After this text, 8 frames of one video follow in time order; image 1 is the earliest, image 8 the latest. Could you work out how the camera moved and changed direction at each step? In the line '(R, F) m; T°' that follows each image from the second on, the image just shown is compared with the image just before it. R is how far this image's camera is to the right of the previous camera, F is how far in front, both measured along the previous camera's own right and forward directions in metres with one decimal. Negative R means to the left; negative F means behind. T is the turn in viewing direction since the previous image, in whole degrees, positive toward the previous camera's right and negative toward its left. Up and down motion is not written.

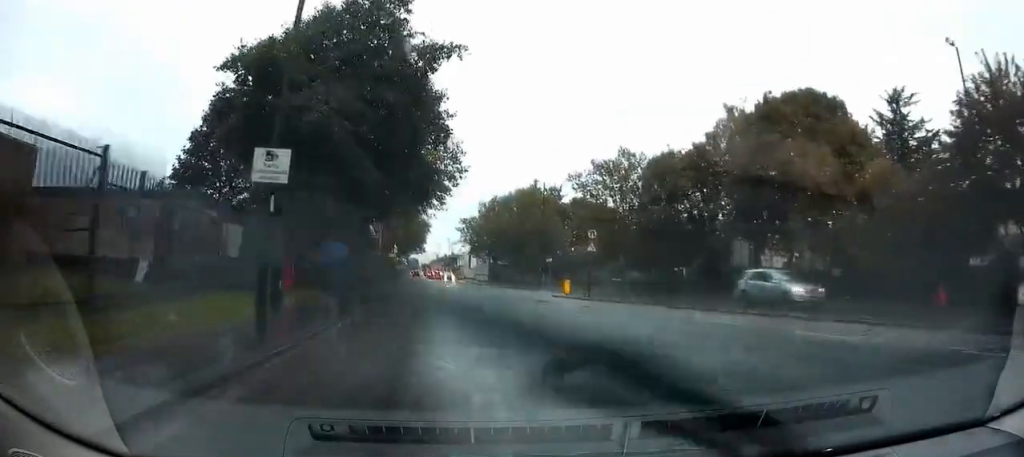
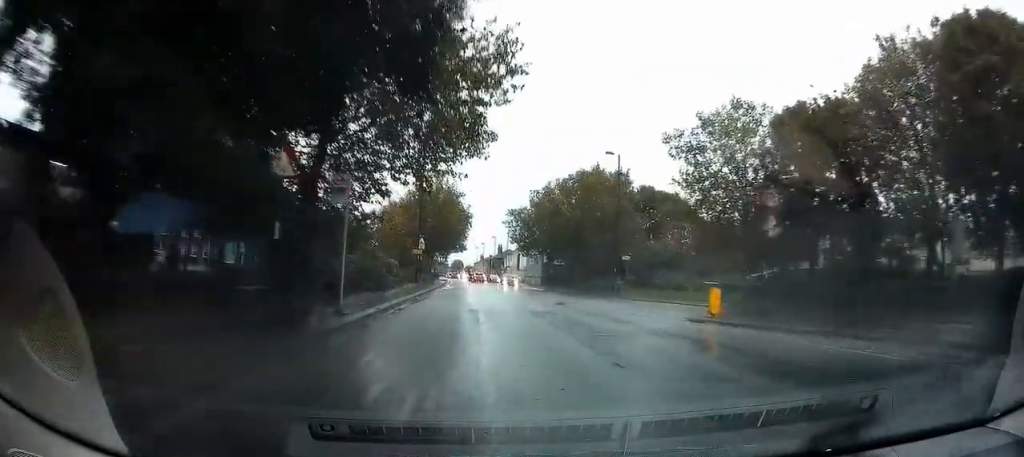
(-0.5, +17.4) m; -4°
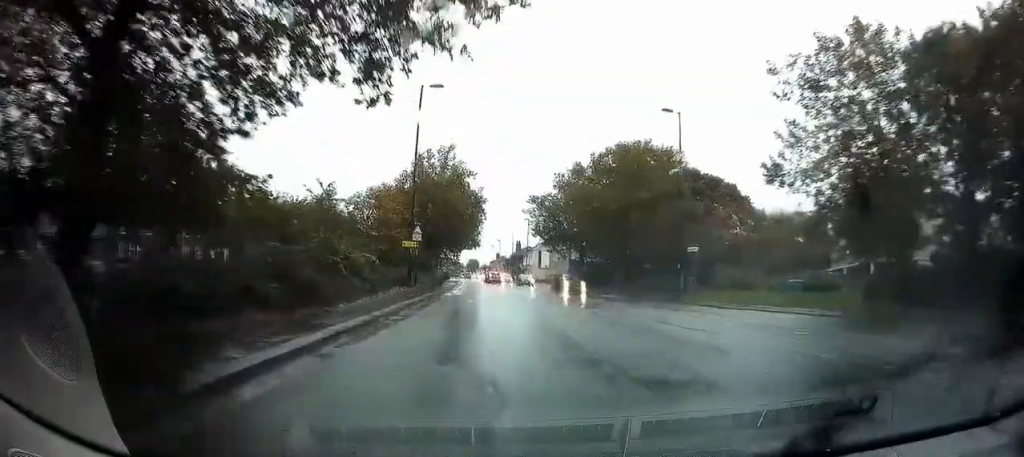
(-0.3, +13.6) m; -2°
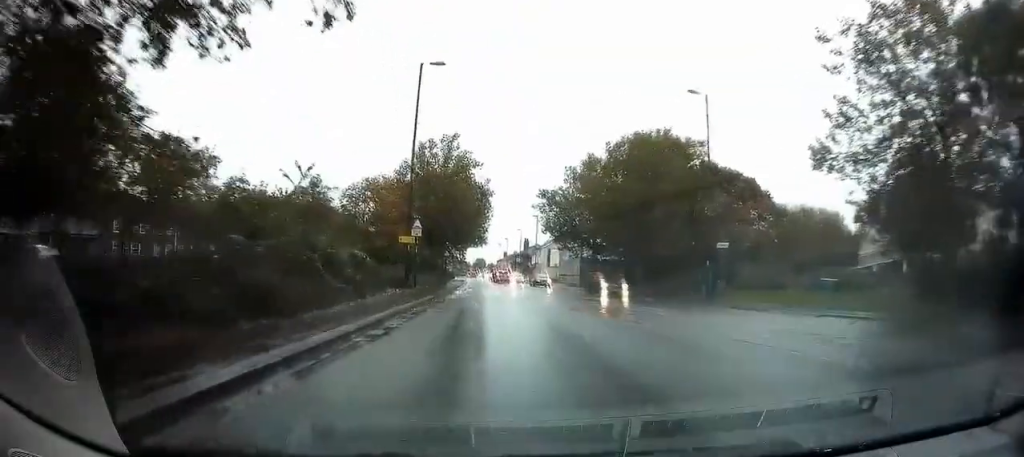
(0.0, +4.0) m; 0°
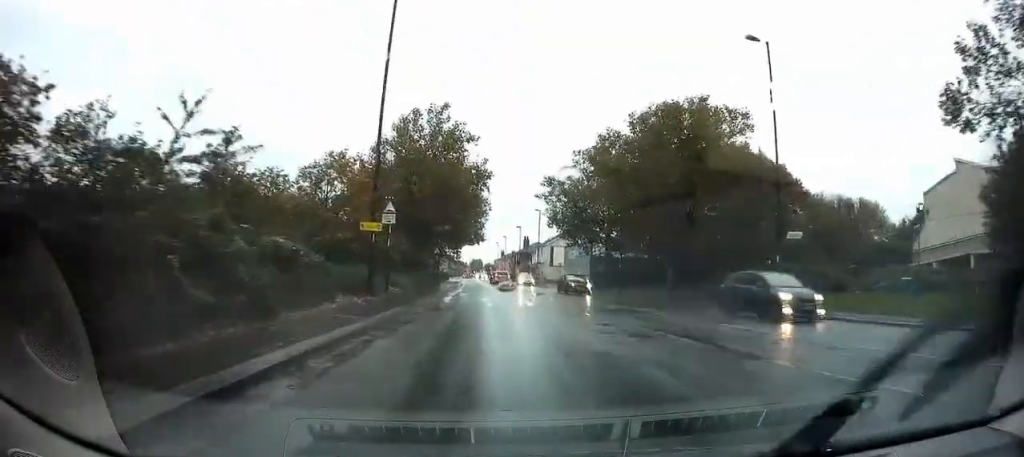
(0.0, +8.8) m; 0°
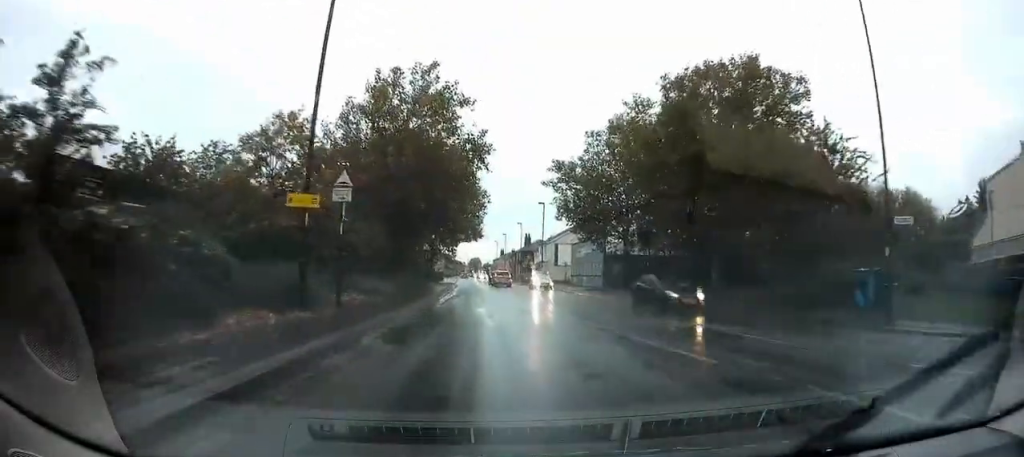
(0.0, +8.0) m; -1°
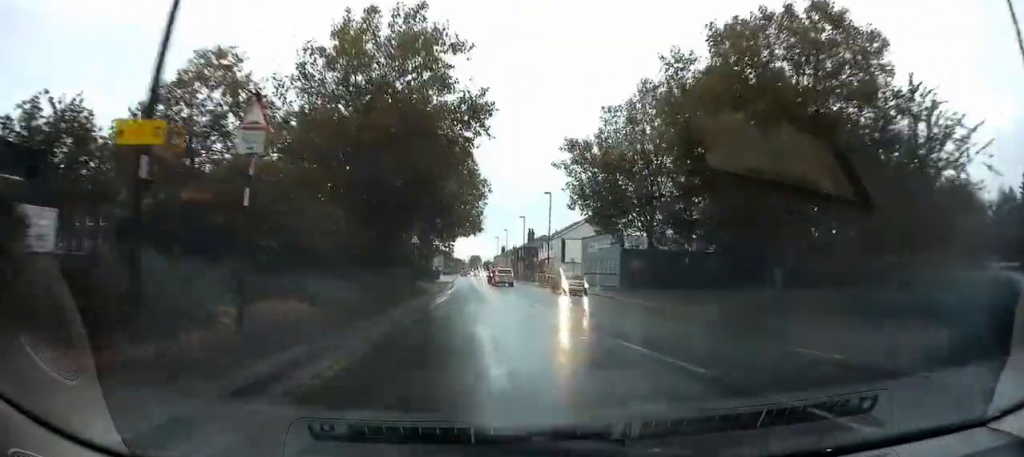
(-0.1, +7.2) m; -1°
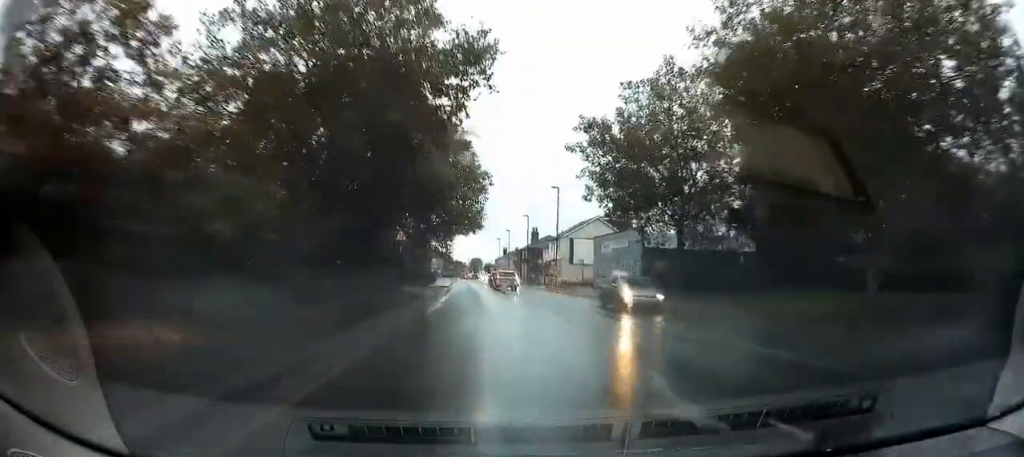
(-0.1, +6.6) m; 0°
